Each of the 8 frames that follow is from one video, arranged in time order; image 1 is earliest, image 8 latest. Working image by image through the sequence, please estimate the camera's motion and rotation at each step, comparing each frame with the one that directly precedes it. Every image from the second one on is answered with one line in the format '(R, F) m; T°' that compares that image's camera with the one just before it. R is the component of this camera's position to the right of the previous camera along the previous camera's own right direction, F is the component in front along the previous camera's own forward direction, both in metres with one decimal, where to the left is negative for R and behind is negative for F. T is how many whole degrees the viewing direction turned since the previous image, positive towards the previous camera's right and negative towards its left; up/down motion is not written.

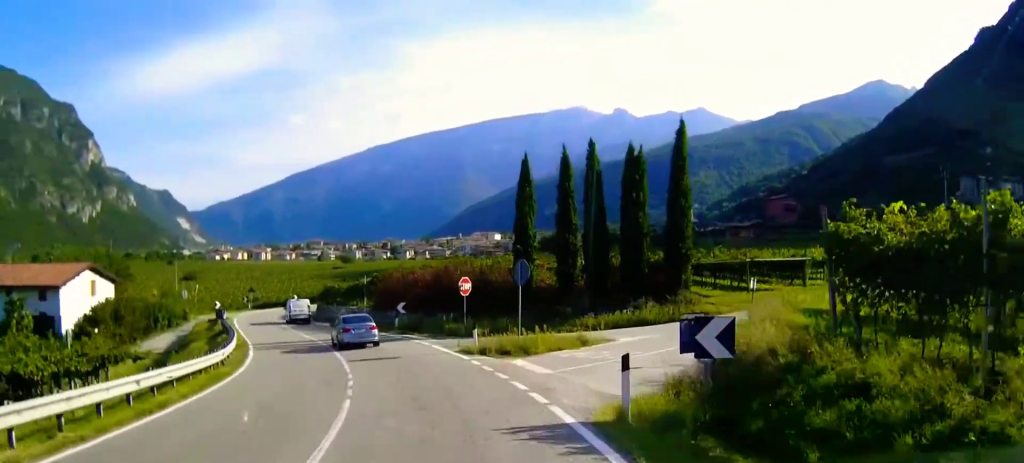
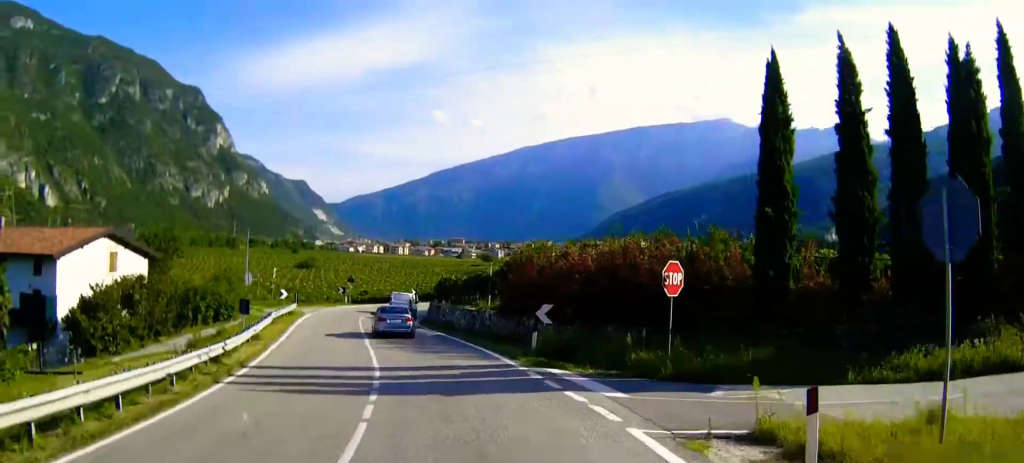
(-1.5, +18.9) m; -9°
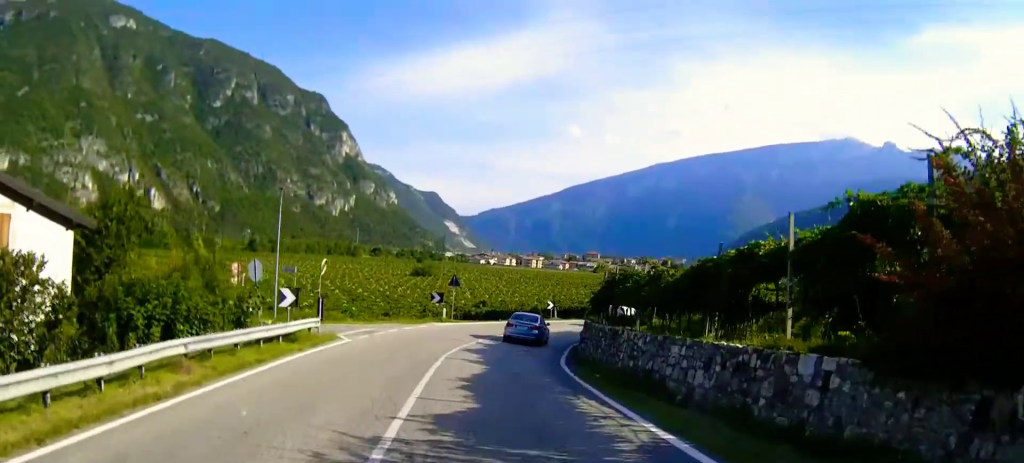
(-2.3, +25.4) m; -8°
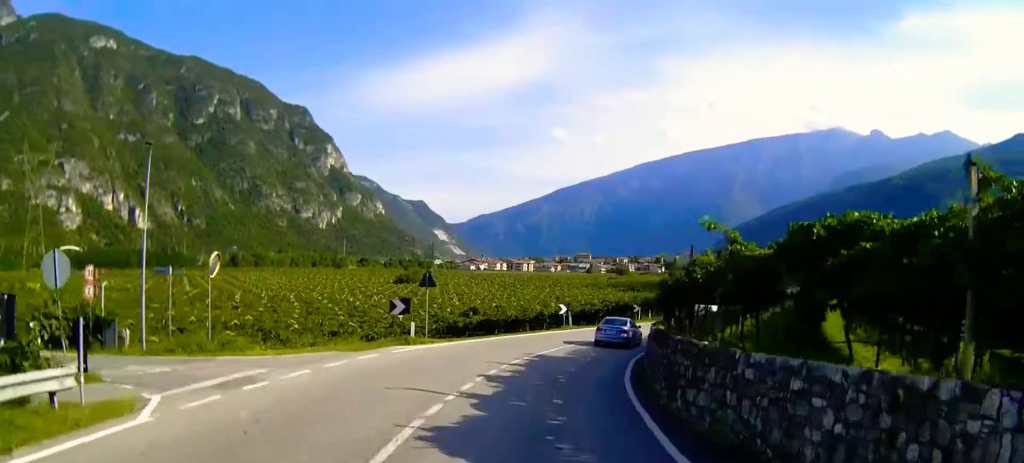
(-0.3, +16.0) m; +1°
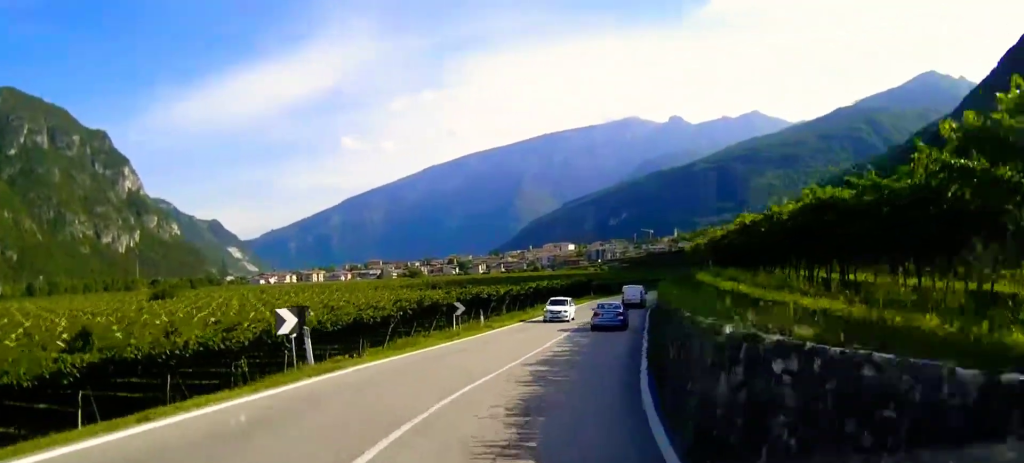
(+3.3, +30.7) m; +14°
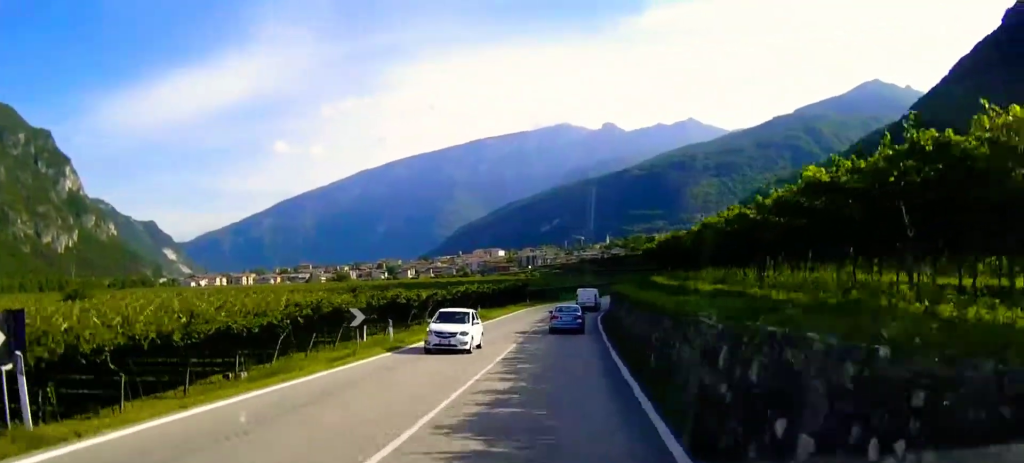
(+0.6, +9.6) m; +4°
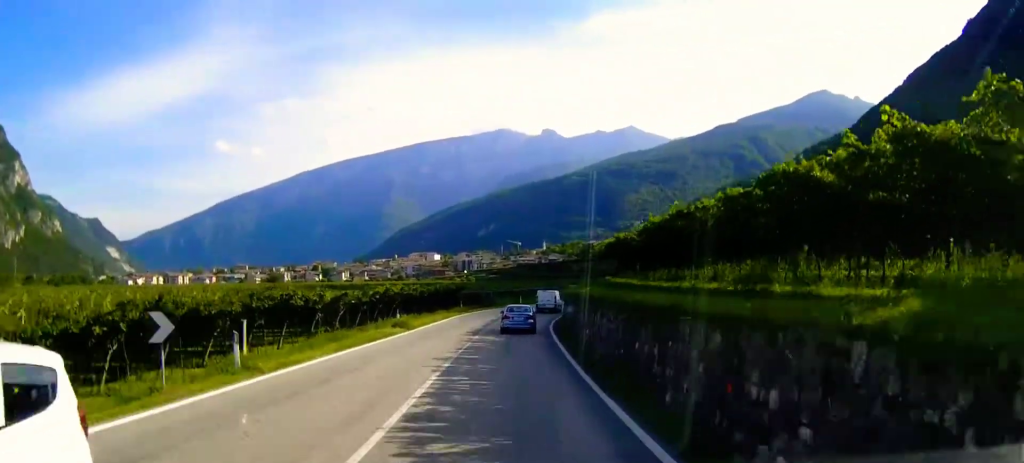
(+0.4, +11.4) m; +4°
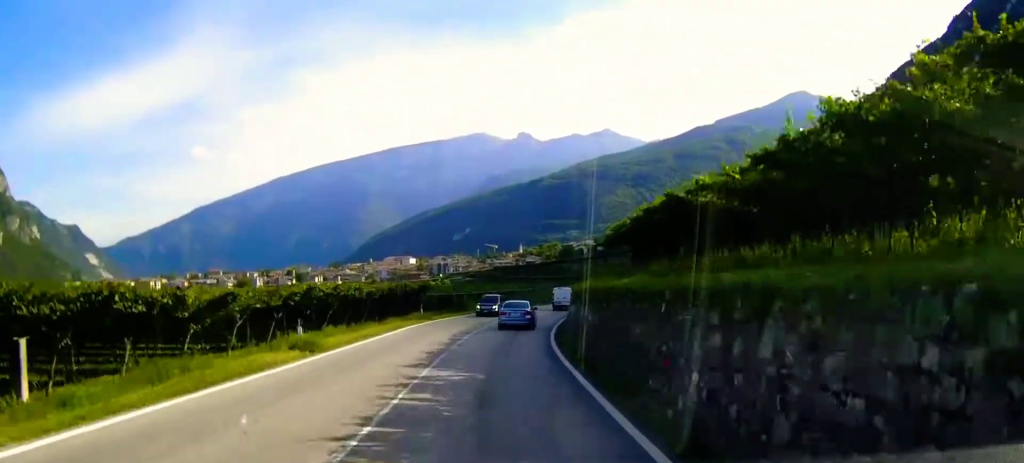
(+0.6, +16.2) m; +3°
